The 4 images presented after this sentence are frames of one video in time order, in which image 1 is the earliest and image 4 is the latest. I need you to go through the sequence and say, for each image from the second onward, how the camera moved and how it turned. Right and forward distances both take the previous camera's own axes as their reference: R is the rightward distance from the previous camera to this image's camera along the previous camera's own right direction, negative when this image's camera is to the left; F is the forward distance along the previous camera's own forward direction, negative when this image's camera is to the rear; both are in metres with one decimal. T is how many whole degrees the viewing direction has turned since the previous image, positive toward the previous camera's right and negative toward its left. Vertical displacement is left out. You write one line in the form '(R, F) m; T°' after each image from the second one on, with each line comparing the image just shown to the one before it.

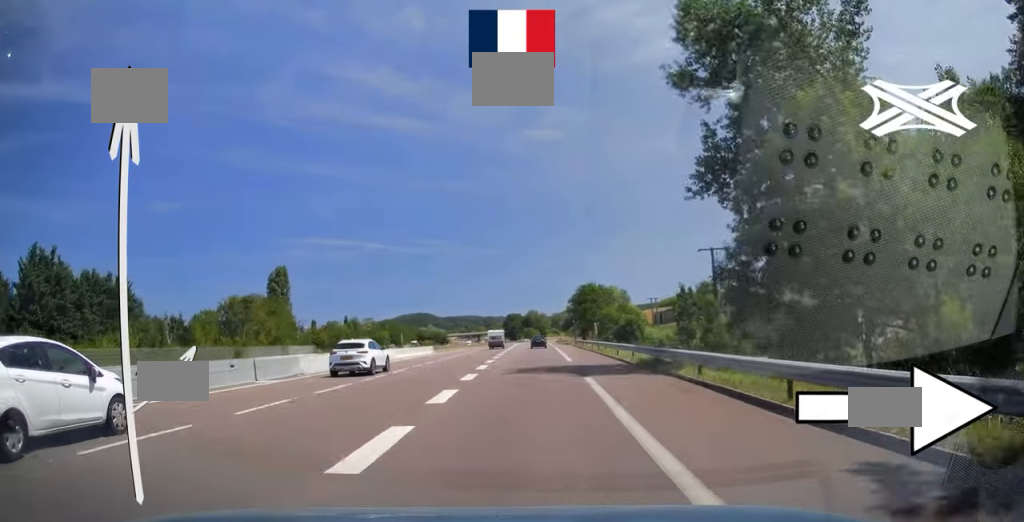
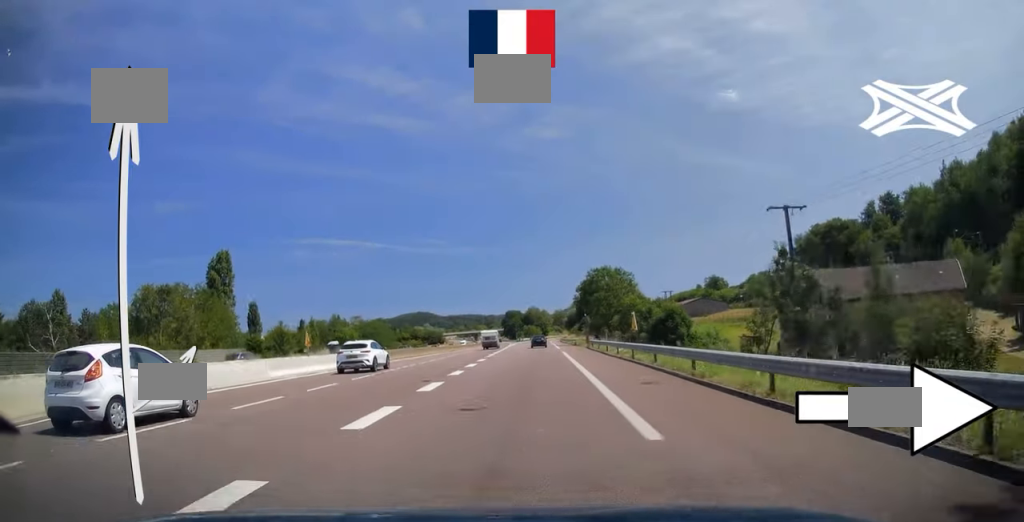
(-0.2, +23.1) m; 0°
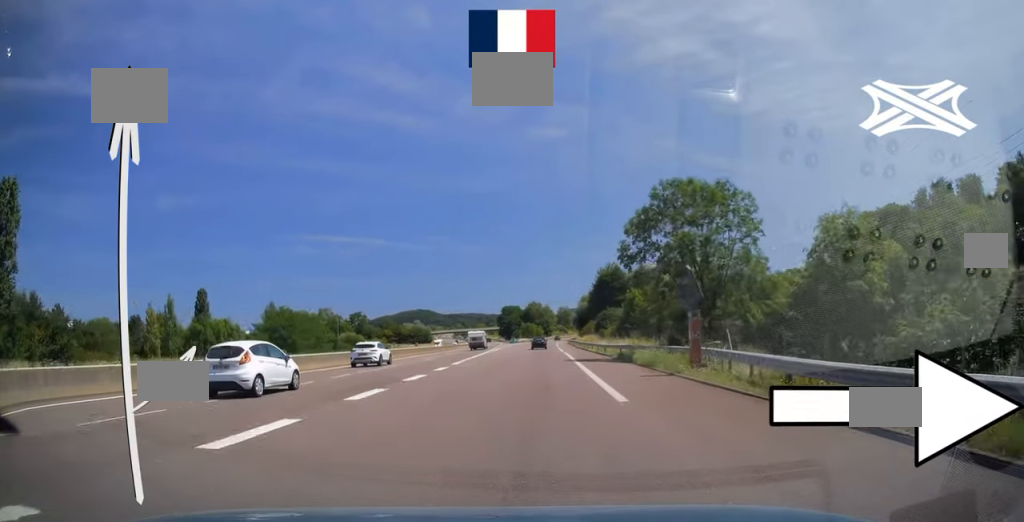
(0.0, +47.4) m; 0°
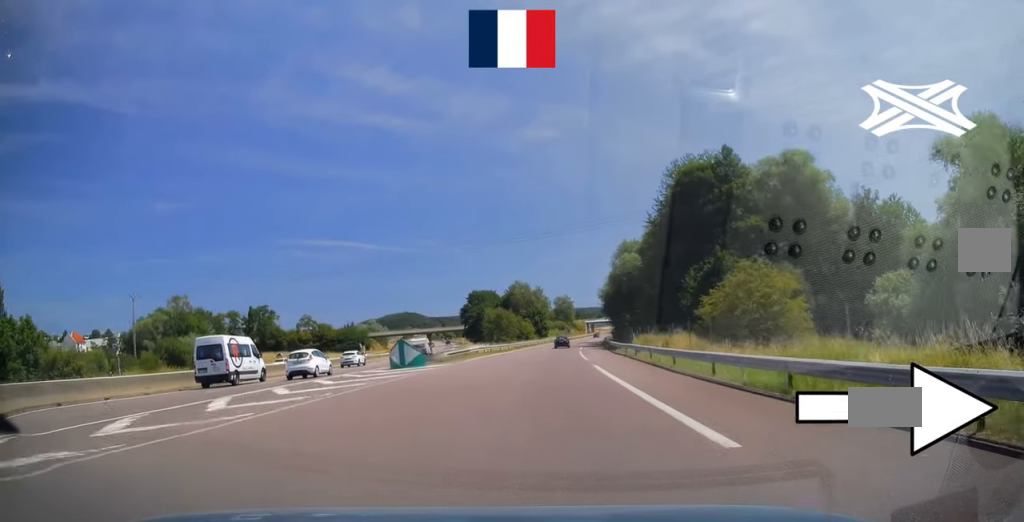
(-0.7, +105.6) m; 0°
